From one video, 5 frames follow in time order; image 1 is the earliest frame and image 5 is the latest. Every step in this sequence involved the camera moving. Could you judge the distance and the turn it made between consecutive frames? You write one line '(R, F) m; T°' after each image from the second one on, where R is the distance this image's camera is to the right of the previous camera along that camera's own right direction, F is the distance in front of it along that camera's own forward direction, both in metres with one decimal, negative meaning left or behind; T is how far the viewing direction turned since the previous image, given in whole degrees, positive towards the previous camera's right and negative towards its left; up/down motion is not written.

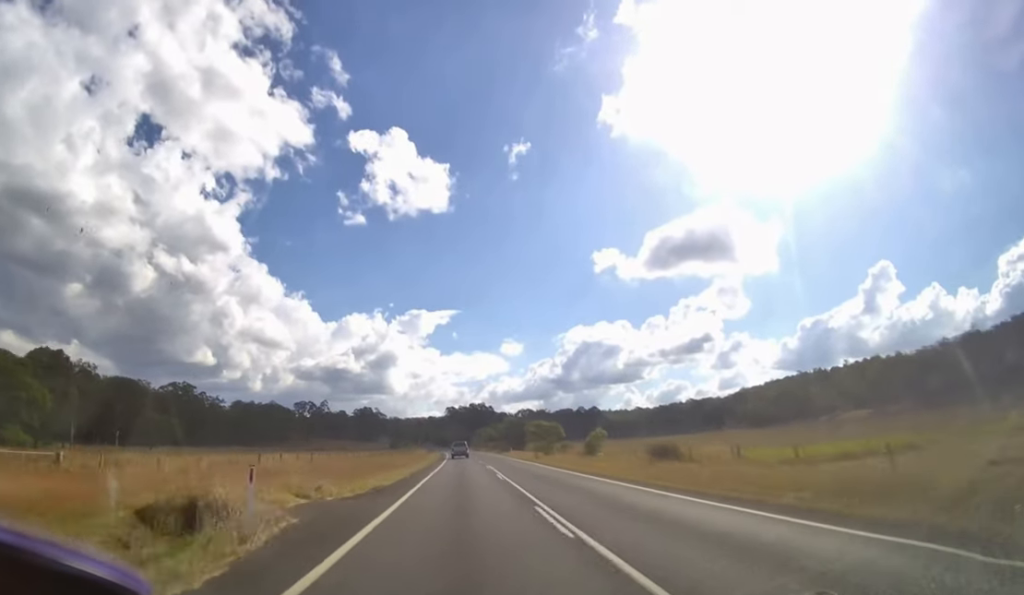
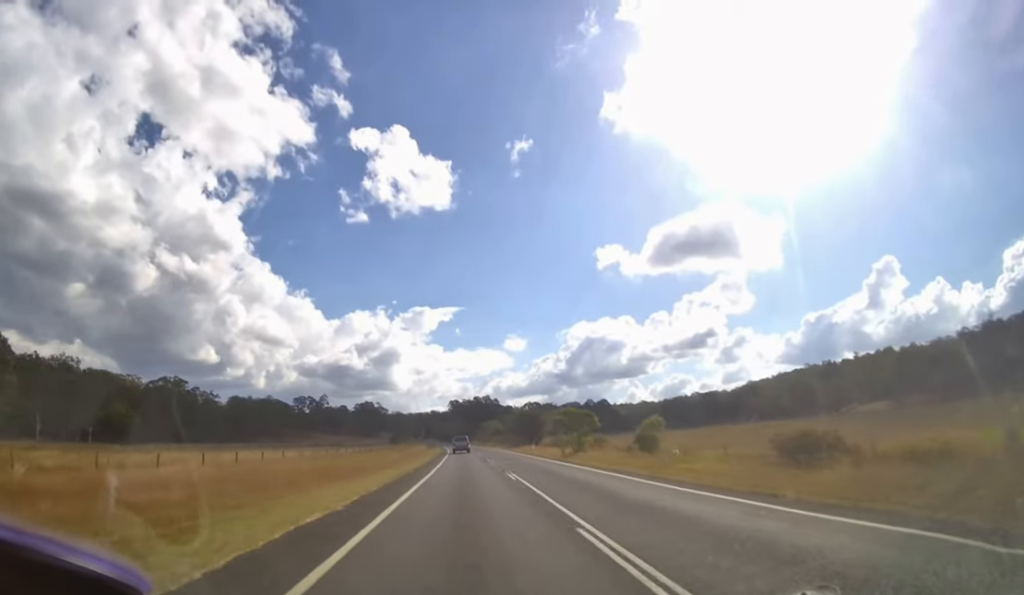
(0.0, +15.4) m; 0°
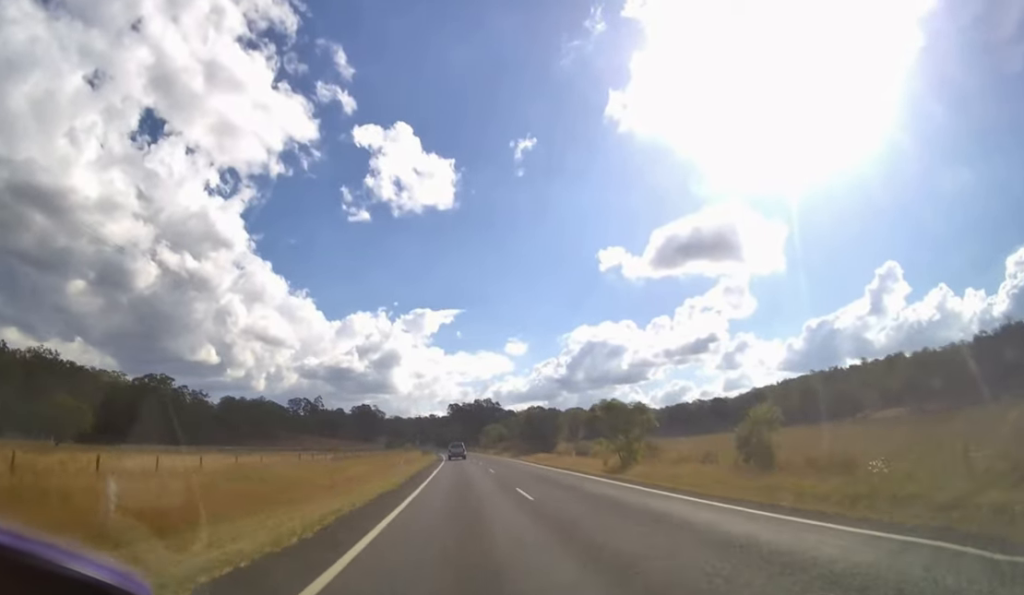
(-0.1, +16.1) m; 0°
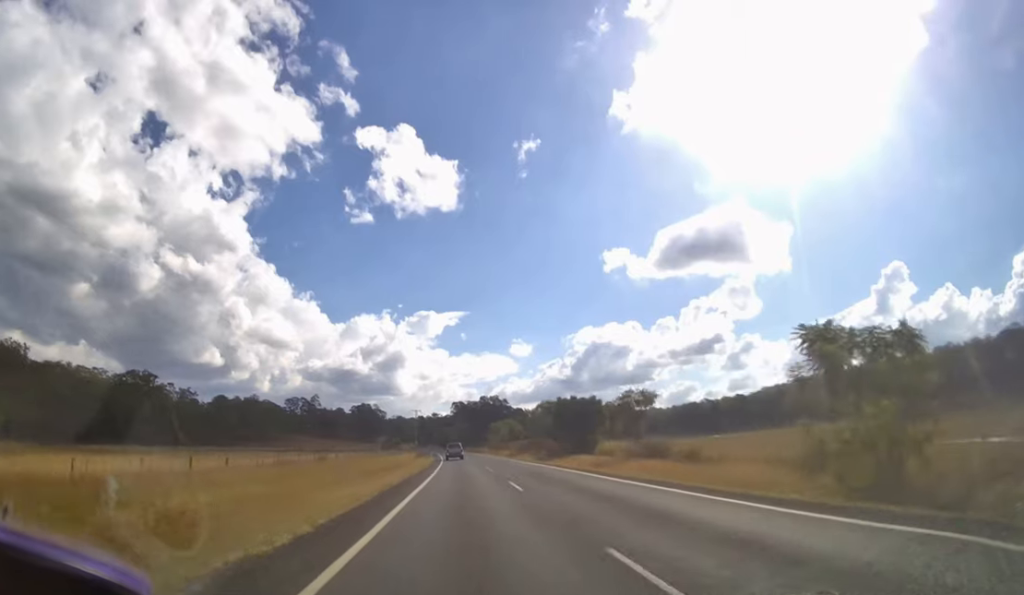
(-0.1, +24.3) m; 0°
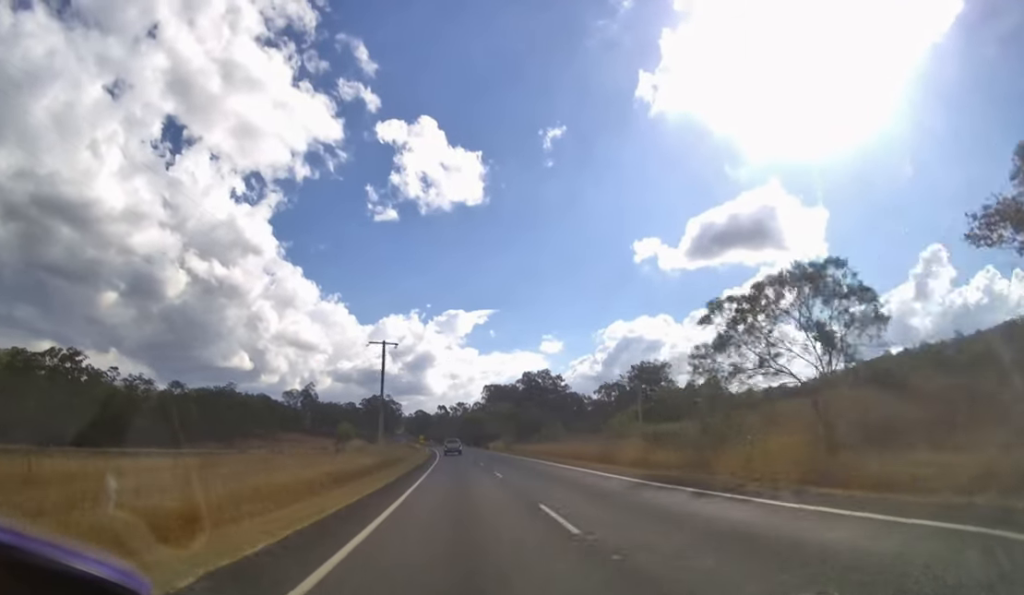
(-2.1, +91.0) m; -3°
